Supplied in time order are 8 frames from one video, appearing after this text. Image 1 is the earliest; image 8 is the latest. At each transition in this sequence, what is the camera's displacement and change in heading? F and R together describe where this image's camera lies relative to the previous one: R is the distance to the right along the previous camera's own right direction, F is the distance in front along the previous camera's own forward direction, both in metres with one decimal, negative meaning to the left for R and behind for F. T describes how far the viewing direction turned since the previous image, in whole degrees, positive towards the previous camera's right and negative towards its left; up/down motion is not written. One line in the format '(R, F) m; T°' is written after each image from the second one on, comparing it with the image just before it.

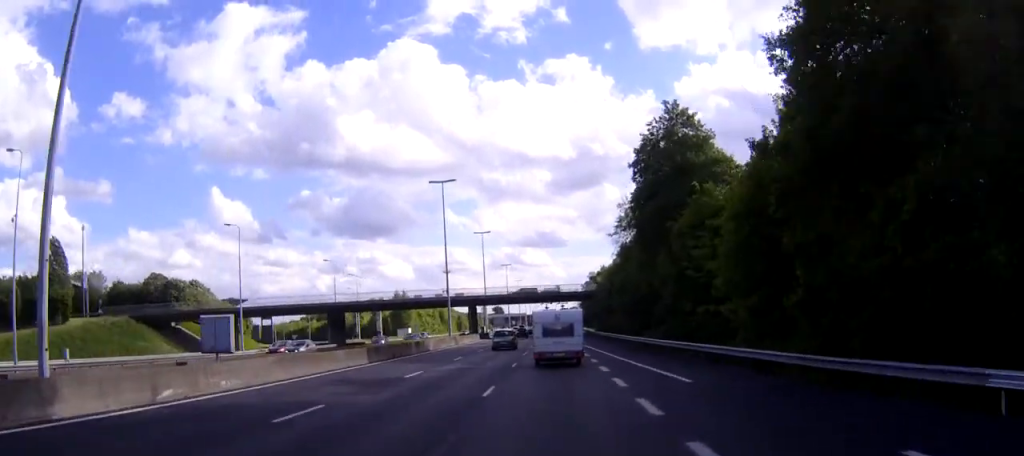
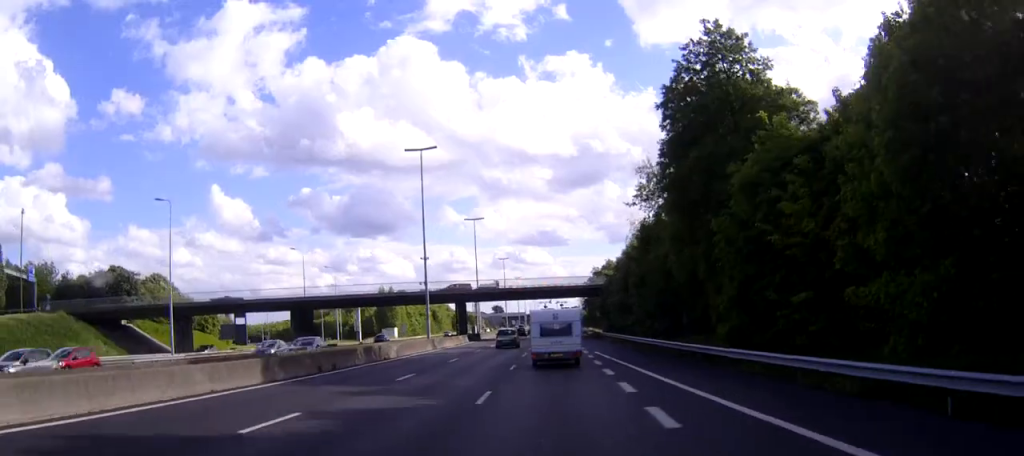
(-0.1, +14.4) m; 0°
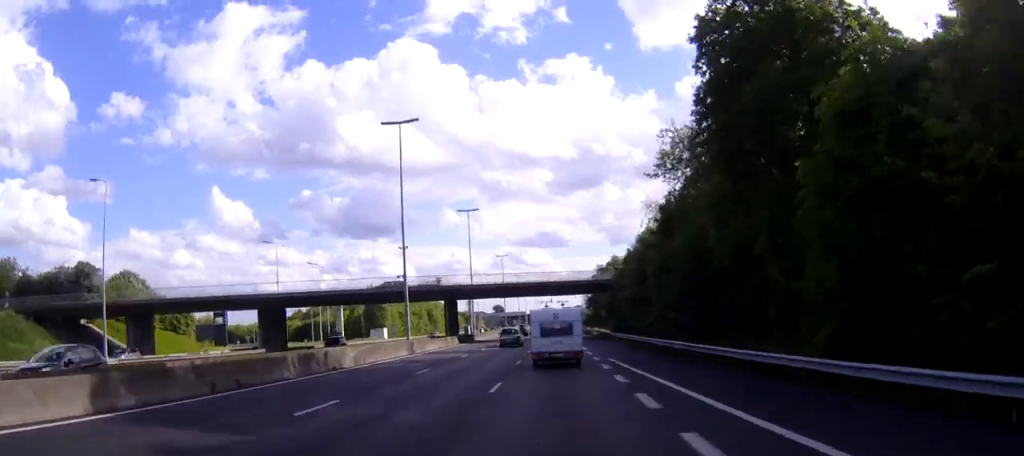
(-0.1, +10.2) m; 0°
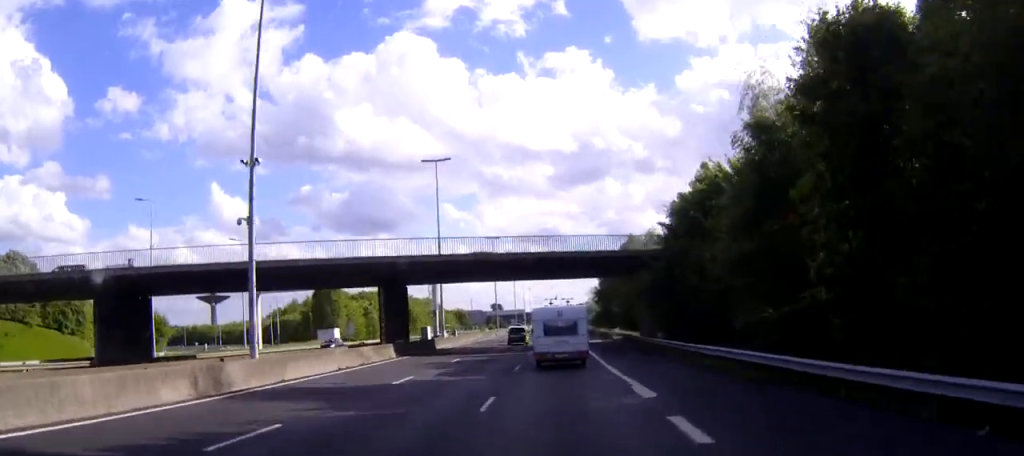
(+0.2, +30.0) m; 0°
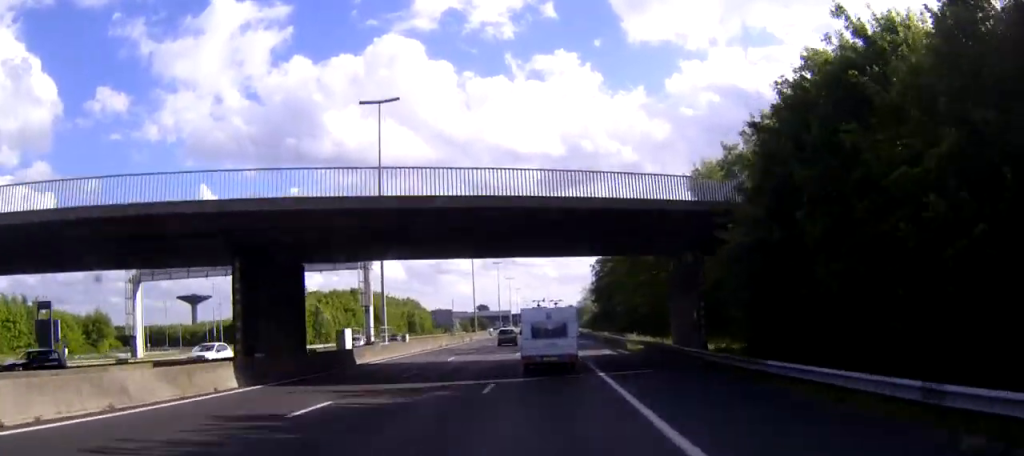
(-0.2, +21.6) m; 0°
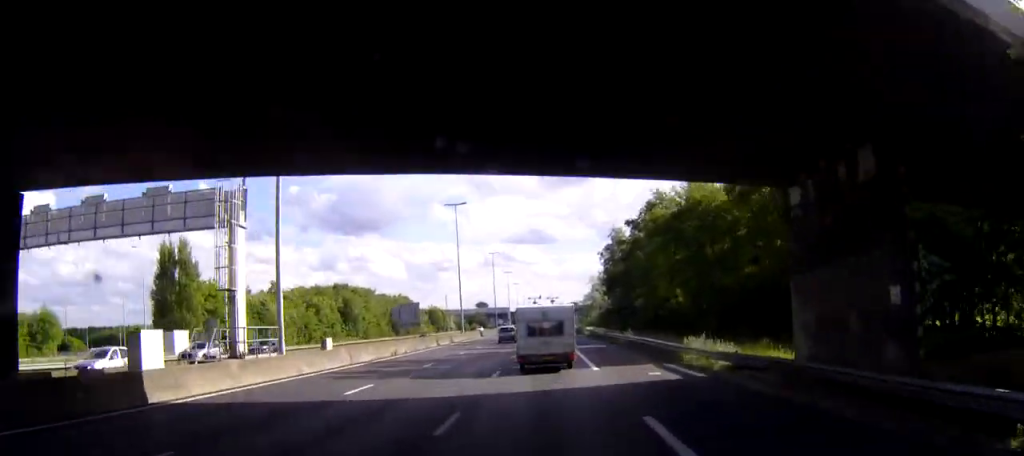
(0.0, +20.6) m; 0°
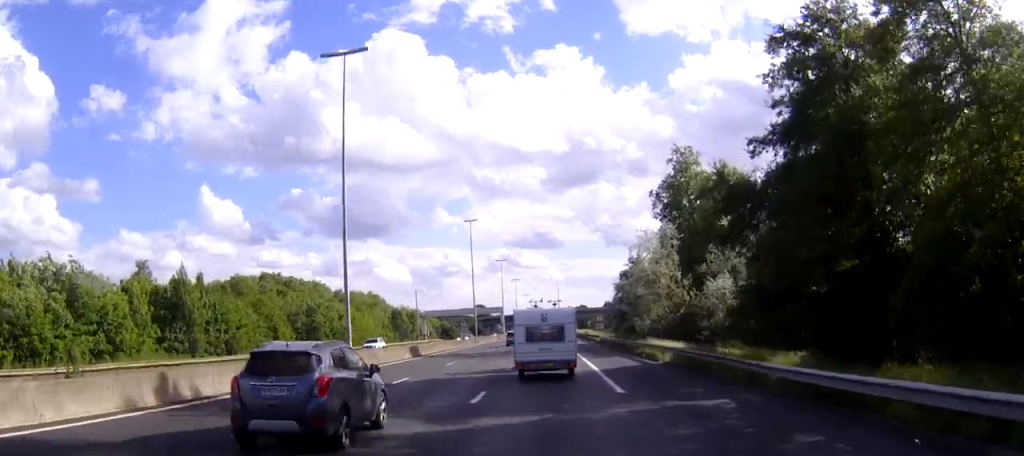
(-0.4, +59.1) m; 0°
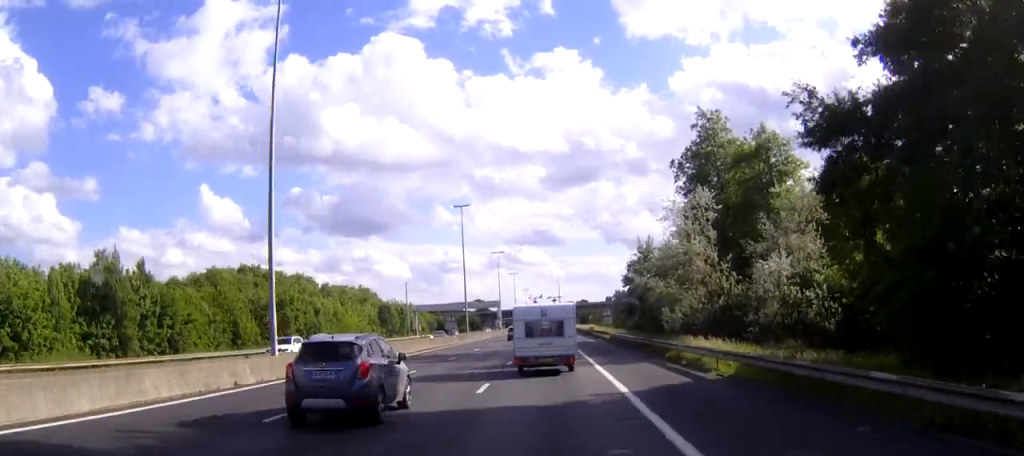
(+0.1, +11.8) m; 0°
